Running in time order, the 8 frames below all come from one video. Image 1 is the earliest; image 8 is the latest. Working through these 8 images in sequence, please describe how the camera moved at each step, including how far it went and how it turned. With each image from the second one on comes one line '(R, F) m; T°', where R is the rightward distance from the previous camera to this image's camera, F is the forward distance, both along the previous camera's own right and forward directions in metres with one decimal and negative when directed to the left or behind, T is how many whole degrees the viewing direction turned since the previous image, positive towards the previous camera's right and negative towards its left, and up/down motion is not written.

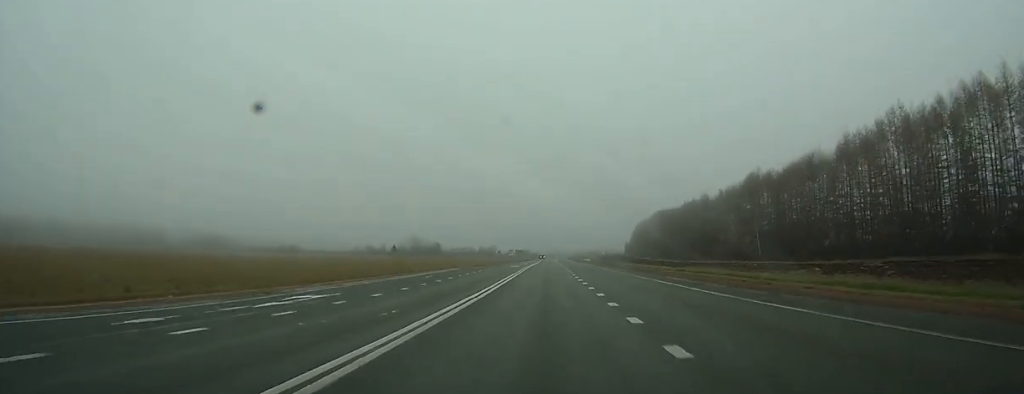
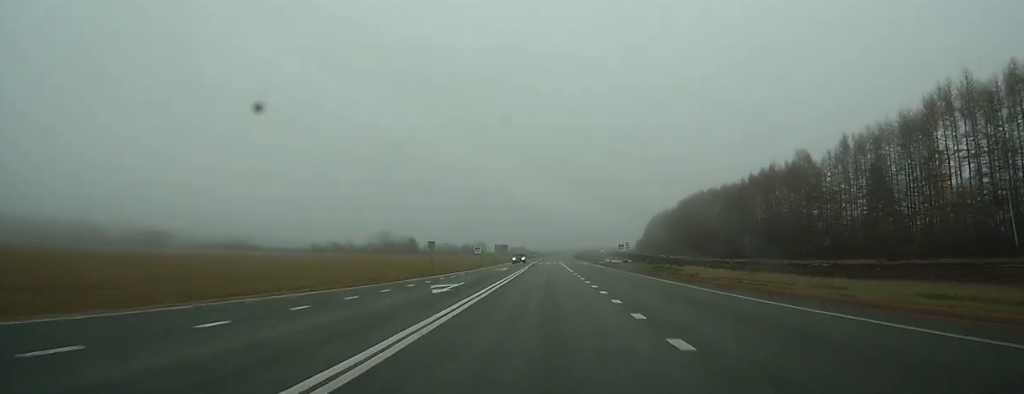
(+0.2, +77.6) m; 0°
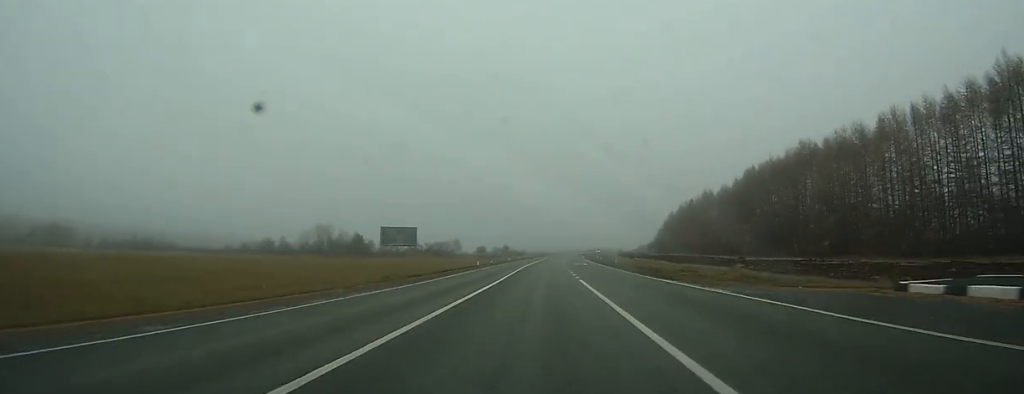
(+0.1, +95.5) m; 0°
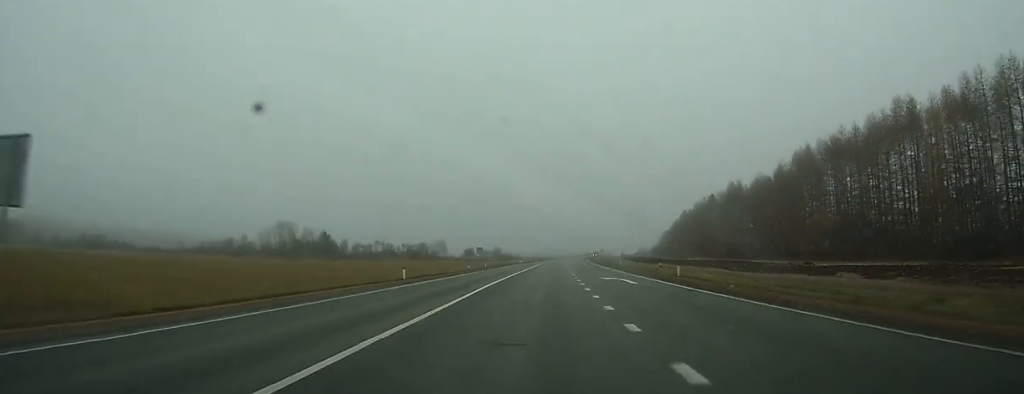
(0.0, +38.9) m; 0°
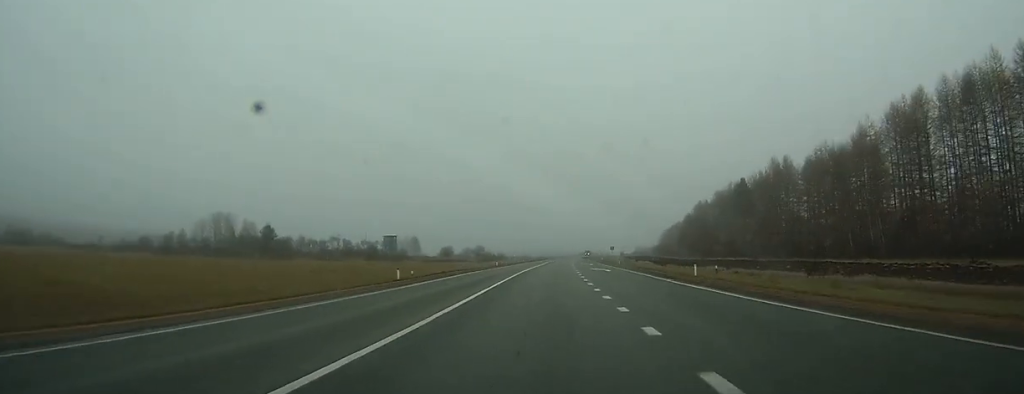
(+0.1, +44.7) m; +1°
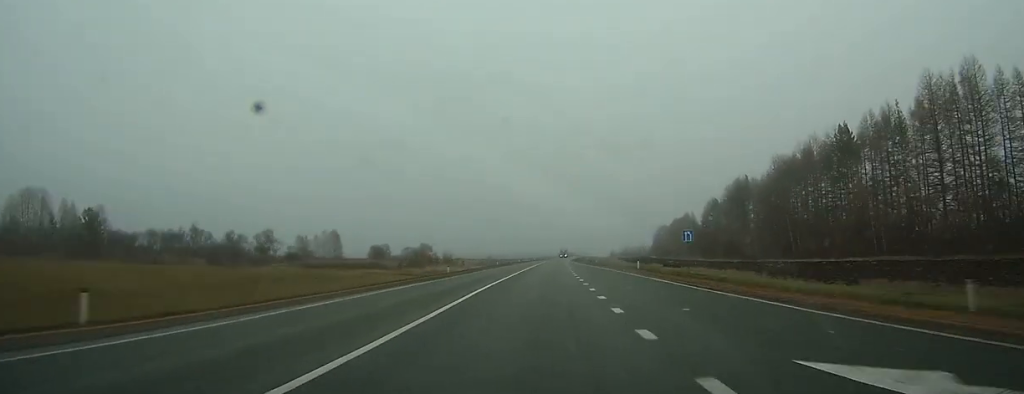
(+1.2, +75.9) m; +2°
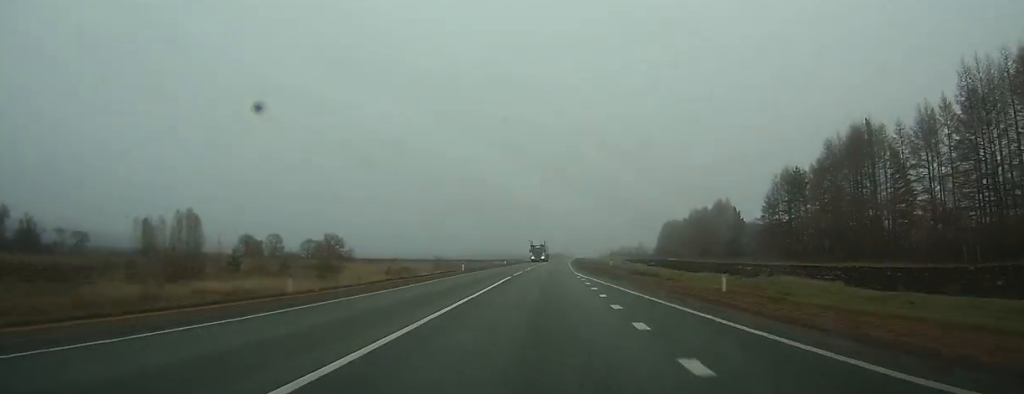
(+1.0, +74.4) m; +2°
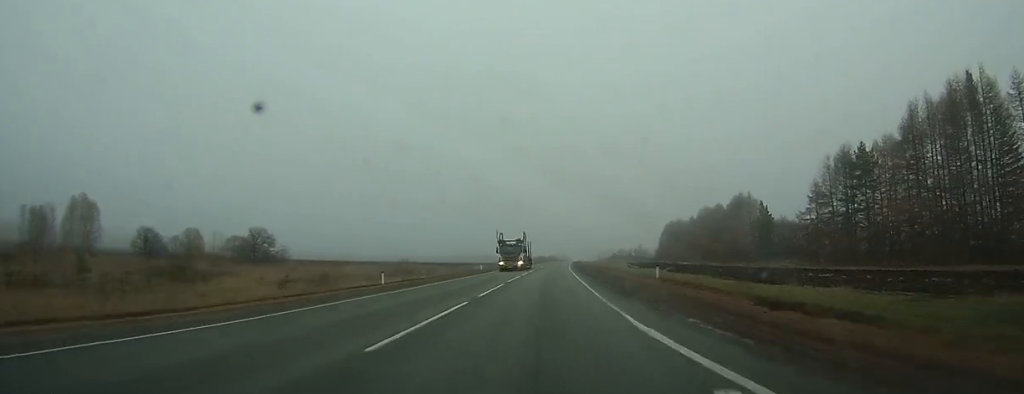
(+0.2, +29.5) m; +1°
